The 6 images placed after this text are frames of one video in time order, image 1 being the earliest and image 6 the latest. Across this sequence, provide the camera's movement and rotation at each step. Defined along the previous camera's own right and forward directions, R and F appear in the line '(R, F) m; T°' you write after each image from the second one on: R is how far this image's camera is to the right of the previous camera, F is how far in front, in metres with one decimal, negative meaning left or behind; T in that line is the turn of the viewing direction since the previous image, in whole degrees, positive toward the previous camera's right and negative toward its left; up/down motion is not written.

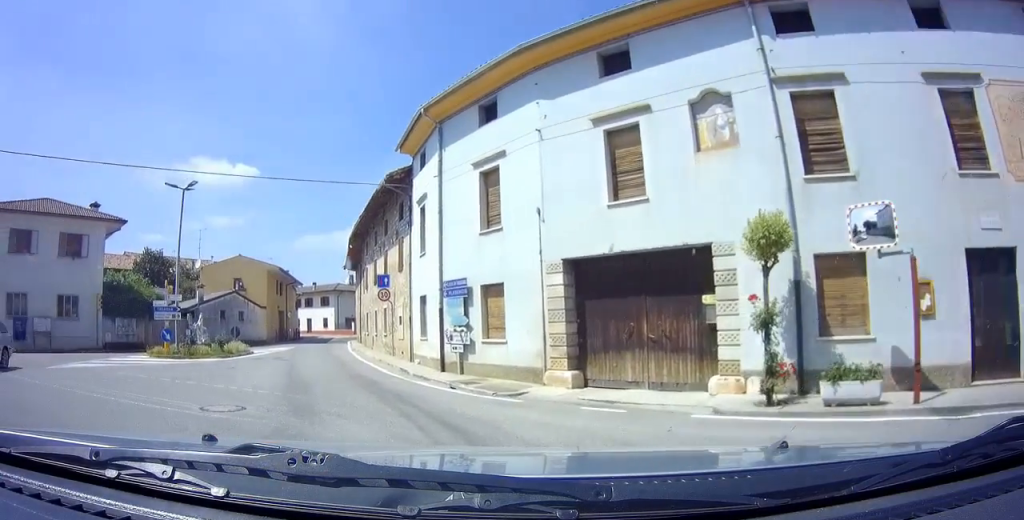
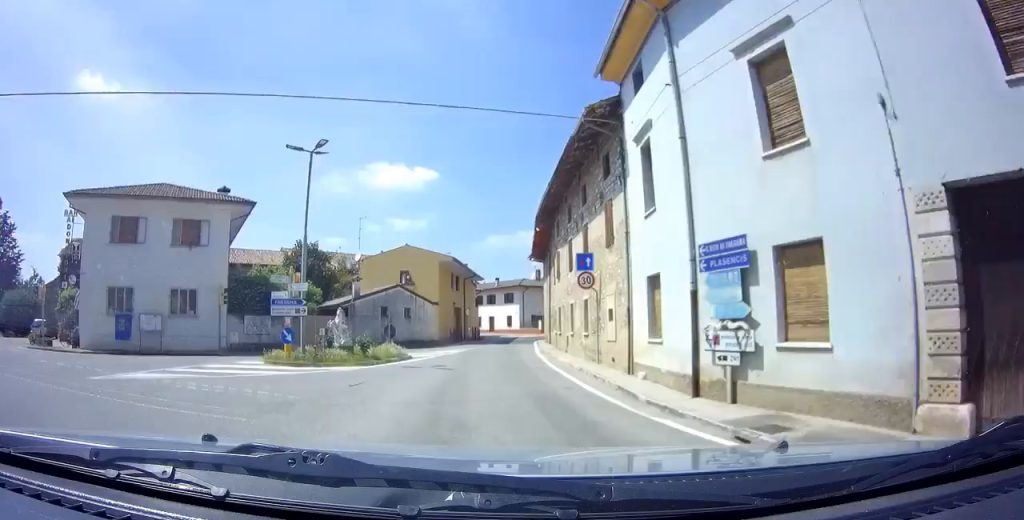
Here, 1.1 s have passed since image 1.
(-1.1, +5.8) m; -20°
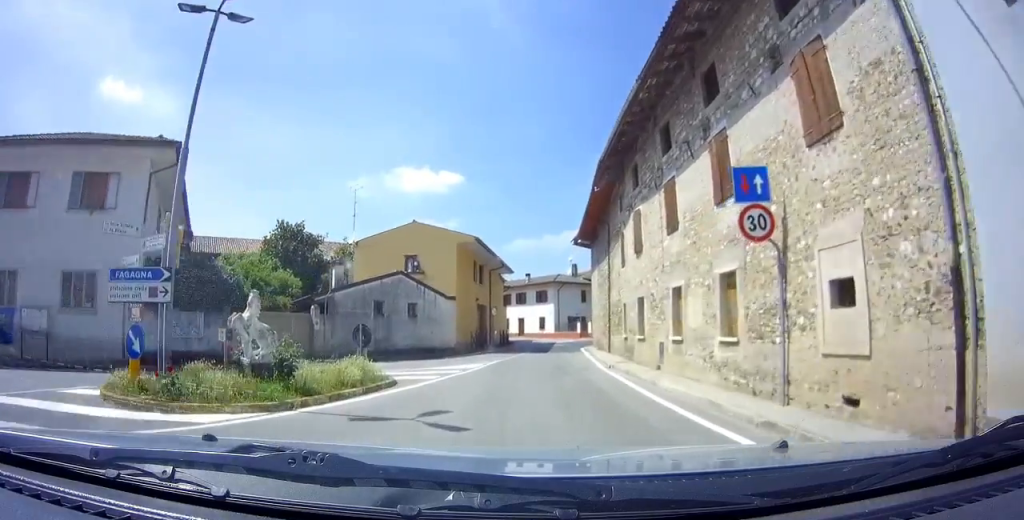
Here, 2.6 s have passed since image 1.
(-1.7, +8.9) m; -7°
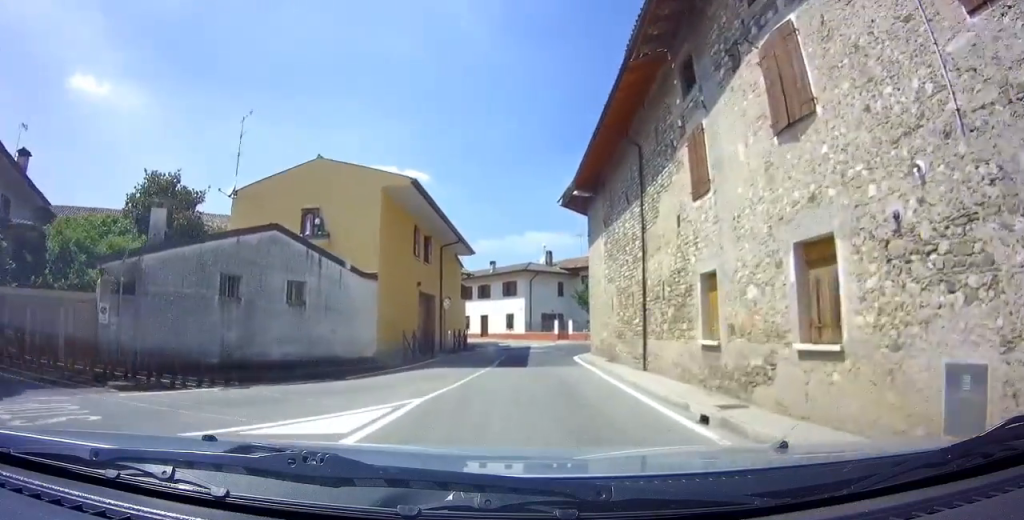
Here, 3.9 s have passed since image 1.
(+0.9, +9.9) m; +7°
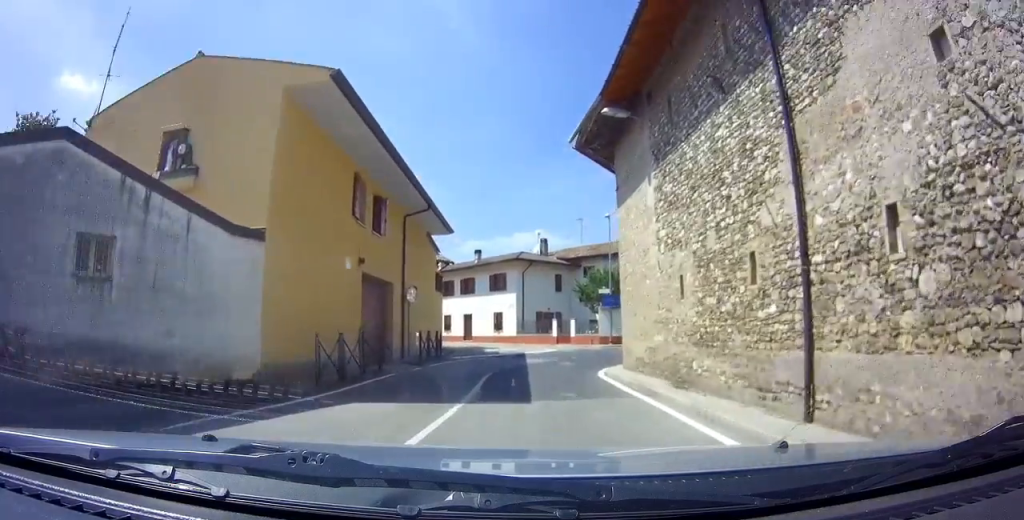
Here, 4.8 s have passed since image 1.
(+0.1, +8.1) m; +2°
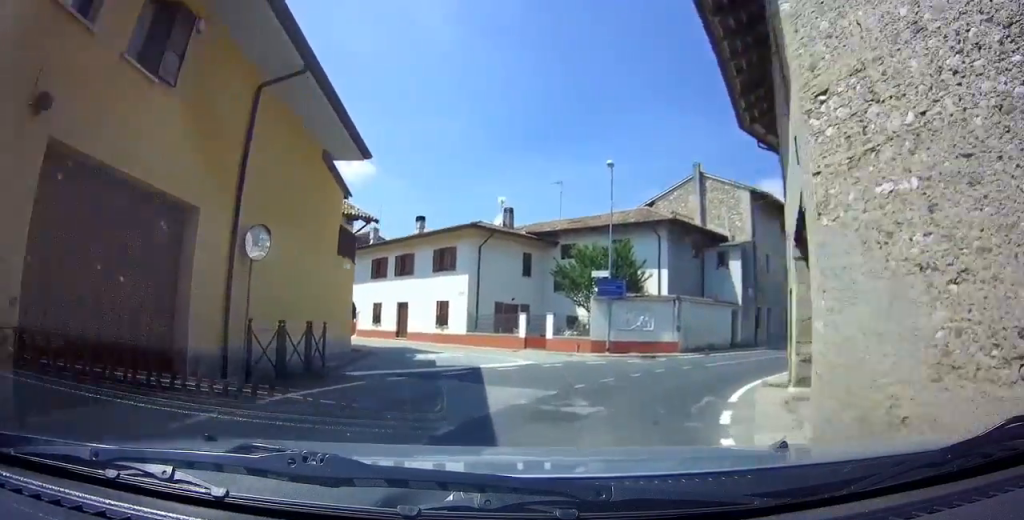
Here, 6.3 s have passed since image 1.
(+0.5, +11.6) m; +7°
